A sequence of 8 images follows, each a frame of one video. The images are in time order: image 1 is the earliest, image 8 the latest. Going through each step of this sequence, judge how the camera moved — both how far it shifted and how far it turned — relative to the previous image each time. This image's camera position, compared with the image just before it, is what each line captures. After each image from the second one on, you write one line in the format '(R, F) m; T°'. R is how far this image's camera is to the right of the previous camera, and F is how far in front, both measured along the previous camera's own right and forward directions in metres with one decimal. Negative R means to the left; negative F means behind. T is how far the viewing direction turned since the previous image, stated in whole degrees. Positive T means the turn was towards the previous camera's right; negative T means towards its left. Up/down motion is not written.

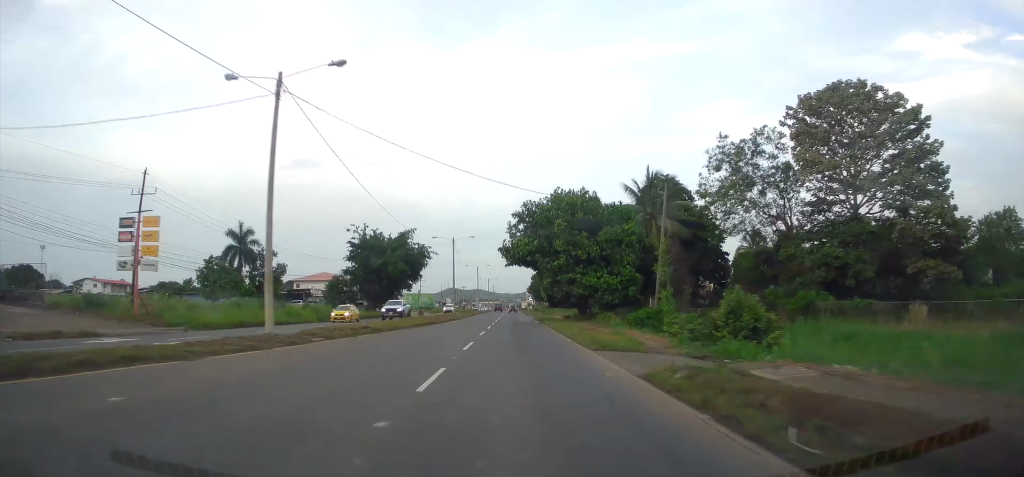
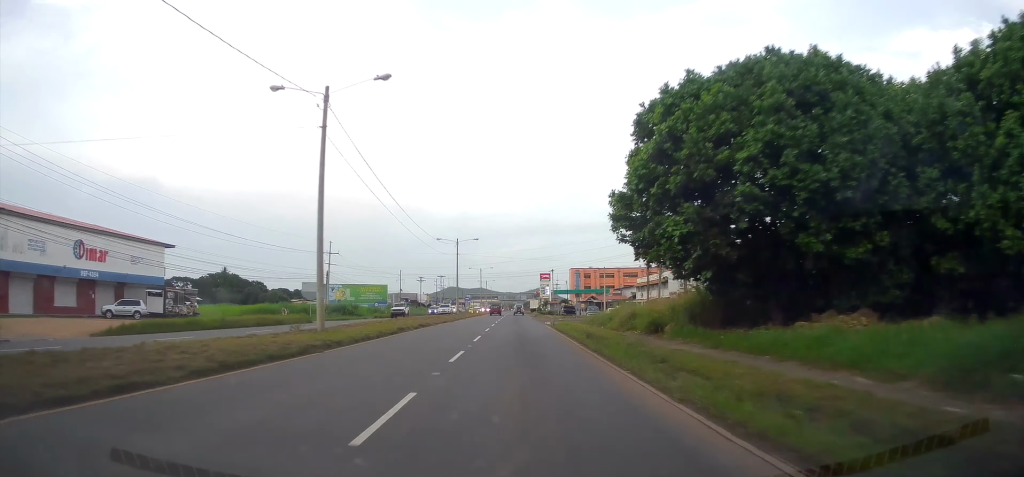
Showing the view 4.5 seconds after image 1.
(-0.5, +97.6) m; 0°
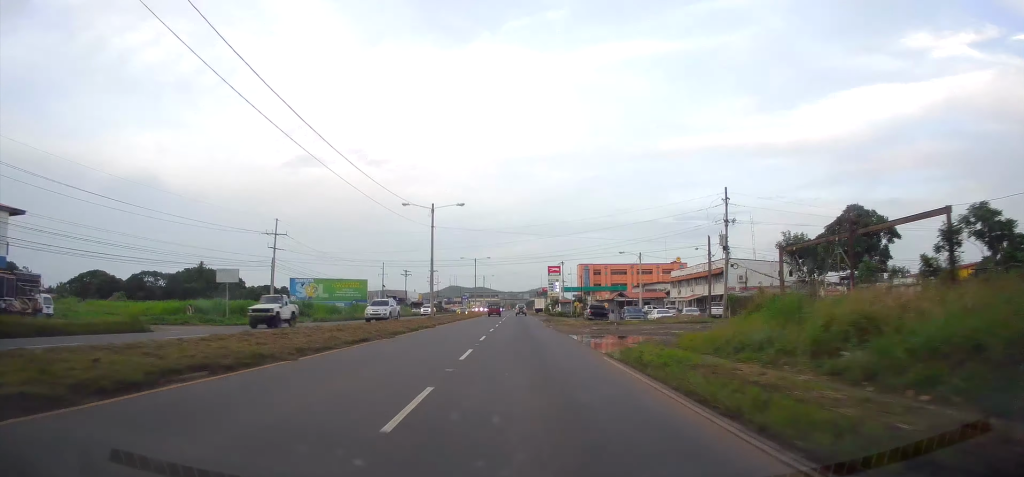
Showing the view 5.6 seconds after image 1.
(0.0, +23.1) m; 0°
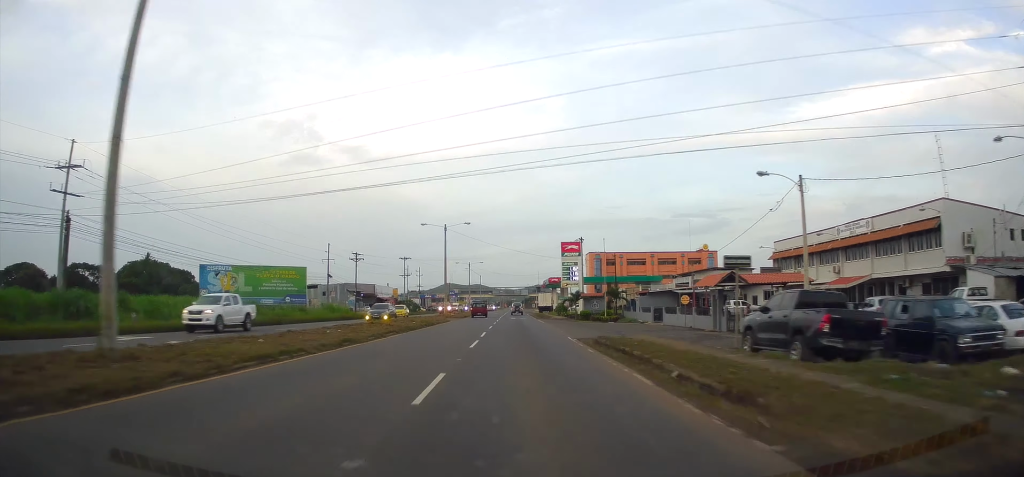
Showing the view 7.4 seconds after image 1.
(0.0, +38.7) m; 0°
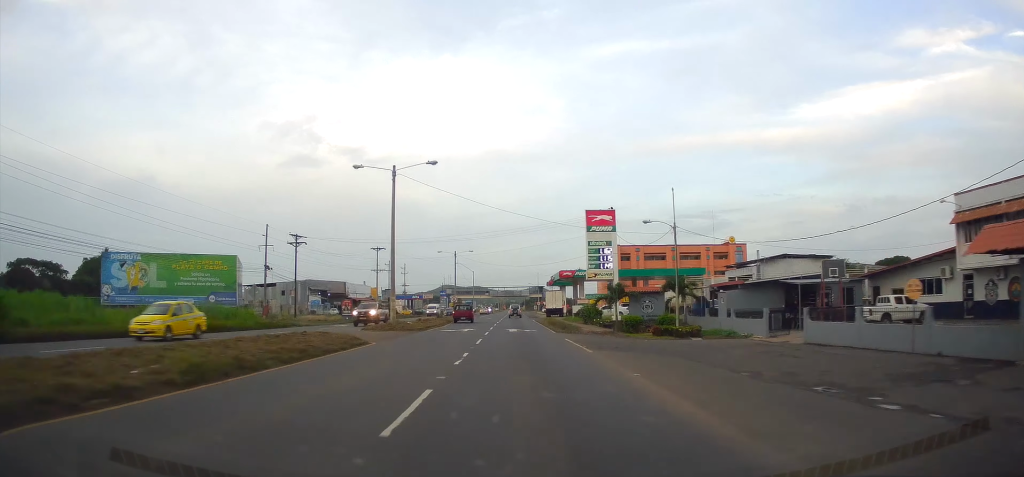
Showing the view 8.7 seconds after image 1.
(-0.1, +26.2) m; 0°
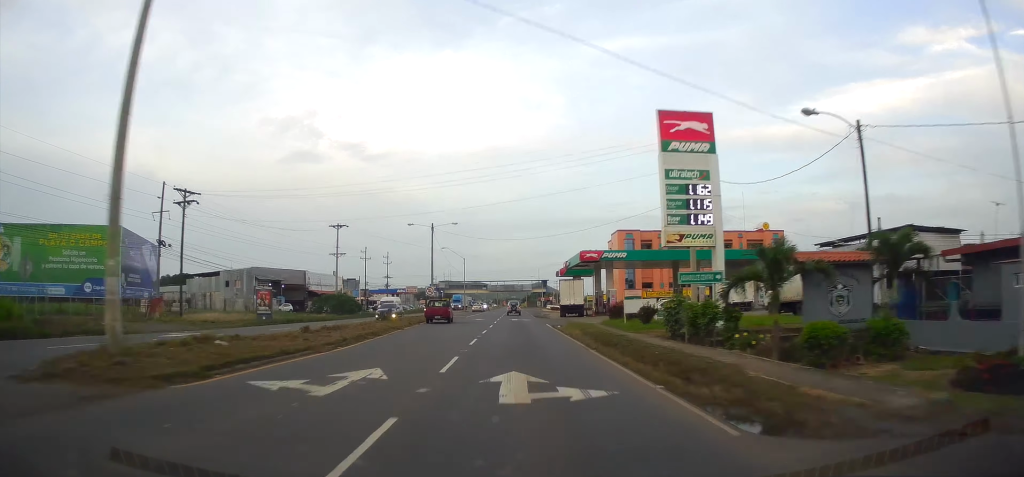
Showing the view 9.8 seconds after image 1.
(+0.1, +24.4) m; 0°
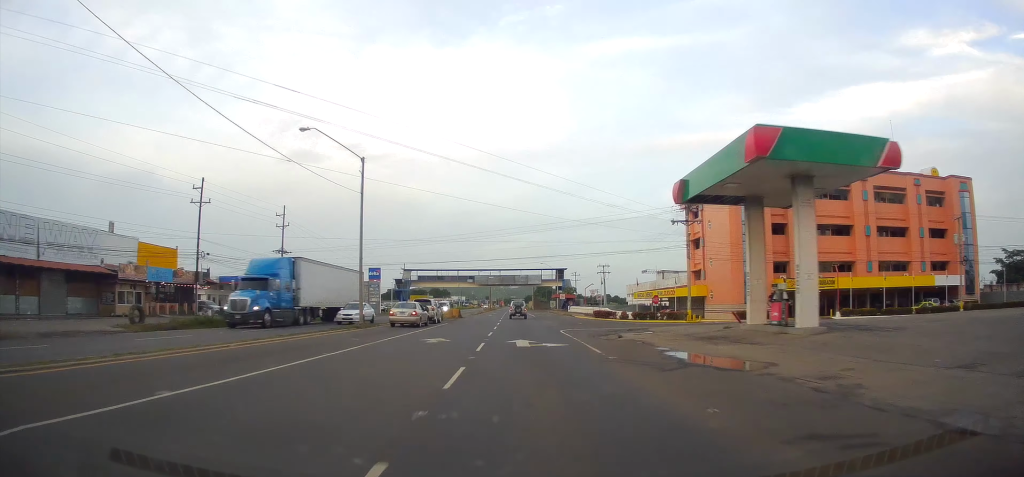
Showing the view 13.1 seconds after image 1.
(+0.4, +68.6) m; 0°
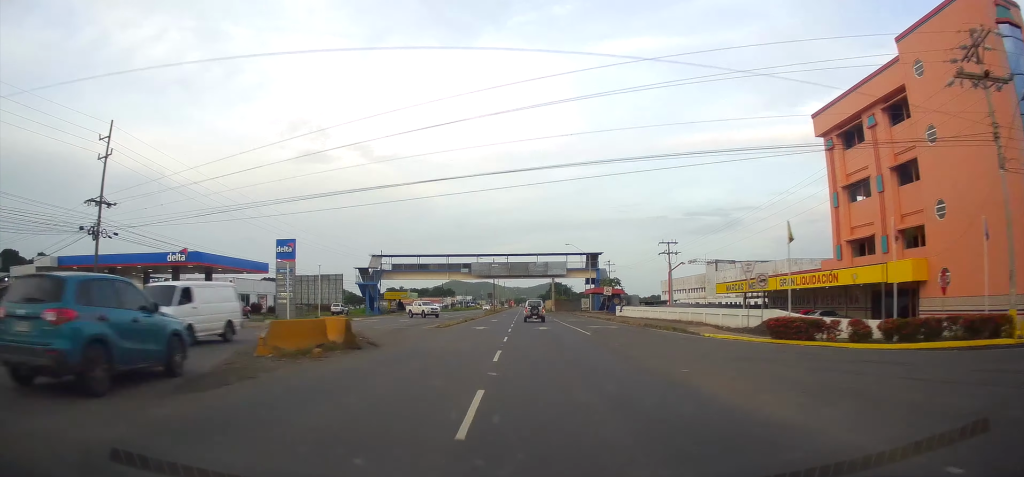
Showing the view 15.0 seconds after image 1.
(-0.6, +41.2) m; -1°
